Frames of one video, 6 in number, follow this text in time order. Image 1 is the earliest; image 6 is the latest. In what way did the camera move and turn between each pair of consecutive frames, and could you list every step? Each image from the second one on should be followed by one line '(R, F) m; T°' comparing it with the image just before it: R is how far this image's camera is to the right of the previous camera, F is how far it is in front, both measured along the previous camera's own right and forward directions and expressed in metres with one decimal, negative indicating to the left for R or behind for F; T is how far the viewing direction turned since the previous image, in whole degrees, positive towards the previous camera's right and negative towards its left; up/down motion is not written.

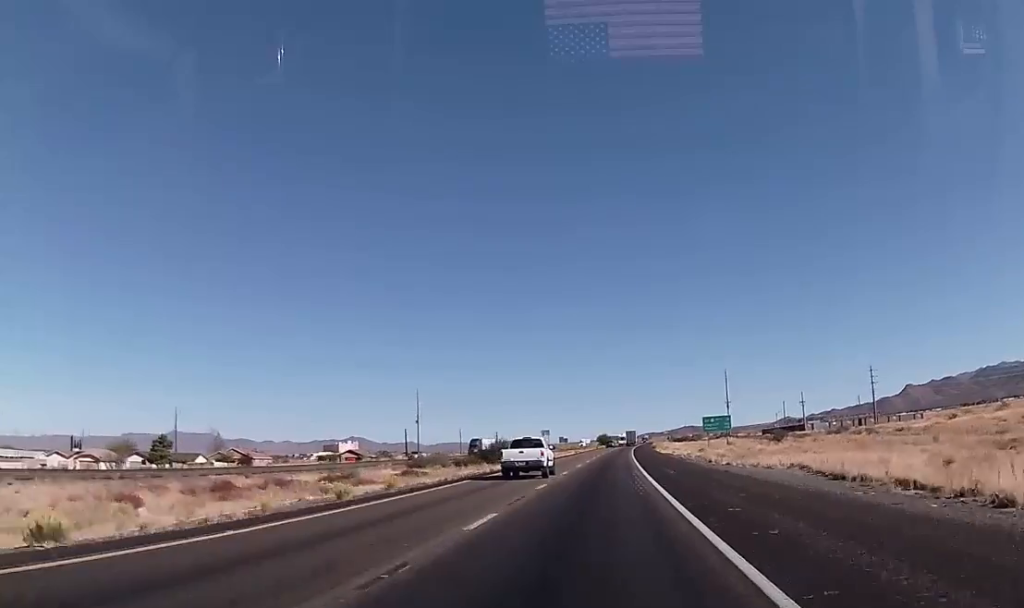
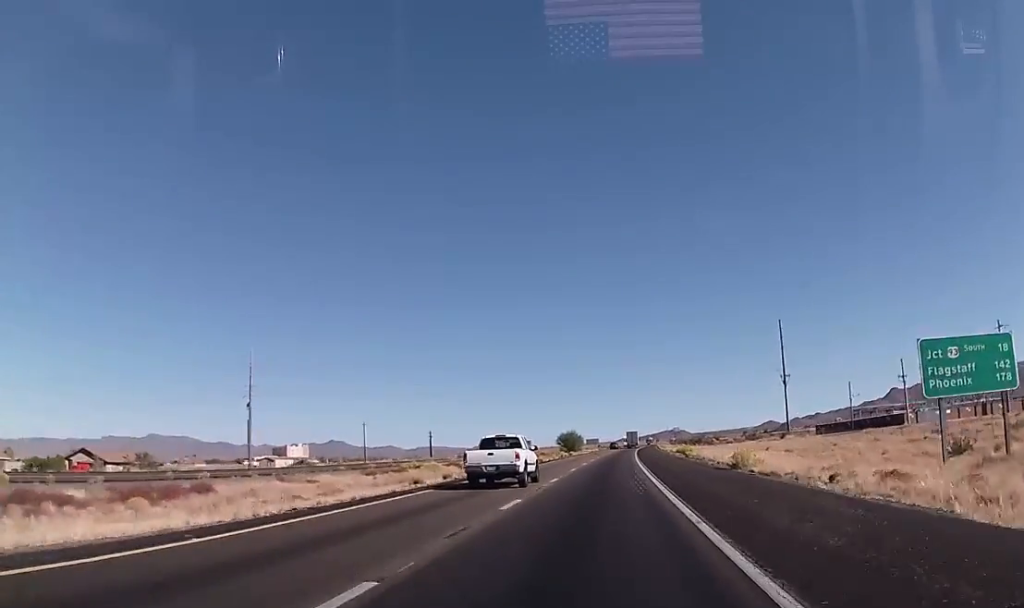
(+2.3, +107.0) m; +2°
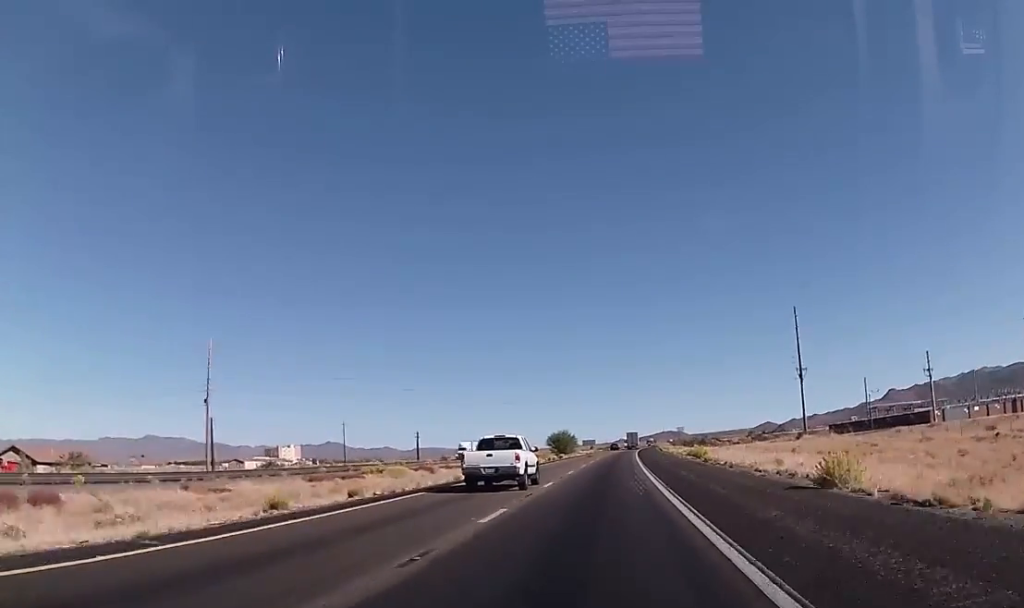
(+0.1, +14.8) m; 0°
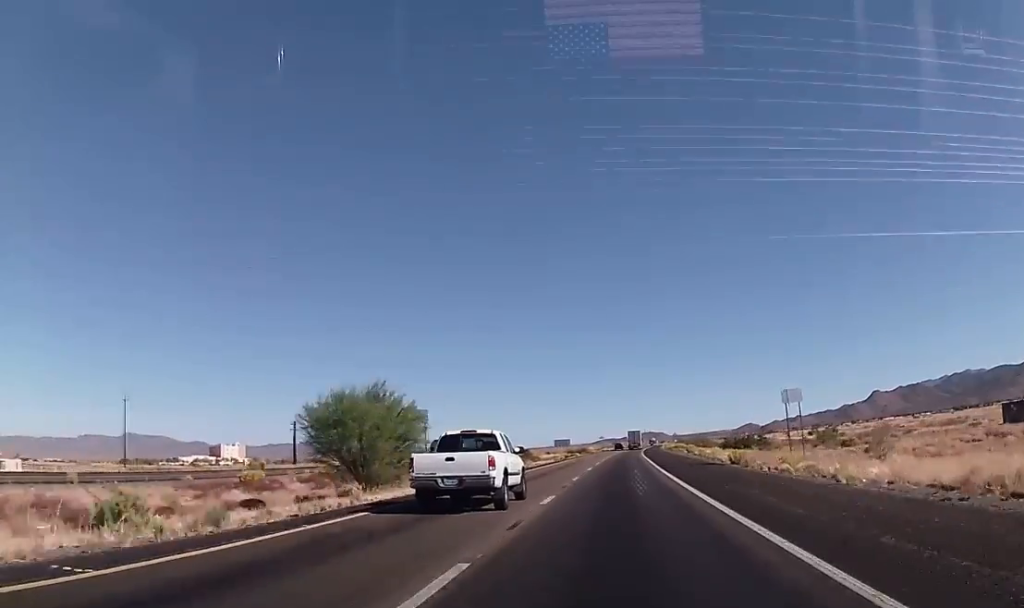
(+0.6, +93.2) m; +1°
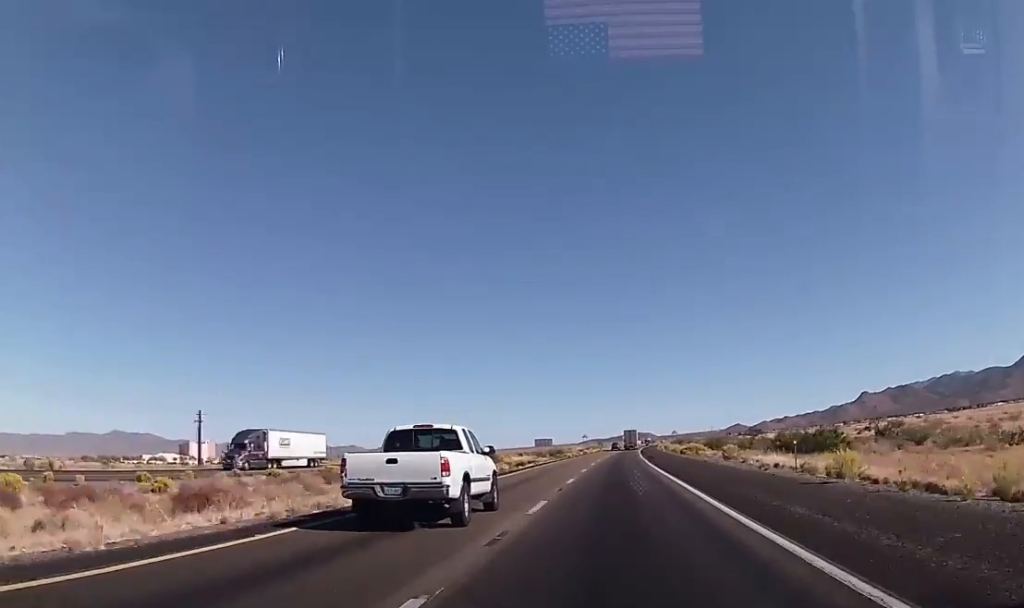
(+0.2, +37.4) m; +1°
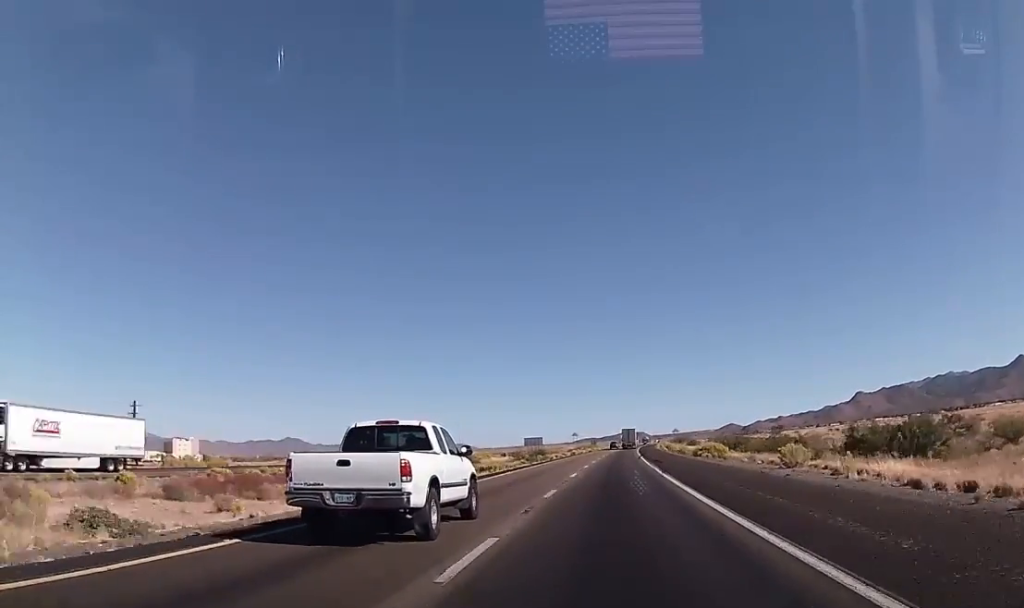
(-0.2, +20.0) m; 0°
